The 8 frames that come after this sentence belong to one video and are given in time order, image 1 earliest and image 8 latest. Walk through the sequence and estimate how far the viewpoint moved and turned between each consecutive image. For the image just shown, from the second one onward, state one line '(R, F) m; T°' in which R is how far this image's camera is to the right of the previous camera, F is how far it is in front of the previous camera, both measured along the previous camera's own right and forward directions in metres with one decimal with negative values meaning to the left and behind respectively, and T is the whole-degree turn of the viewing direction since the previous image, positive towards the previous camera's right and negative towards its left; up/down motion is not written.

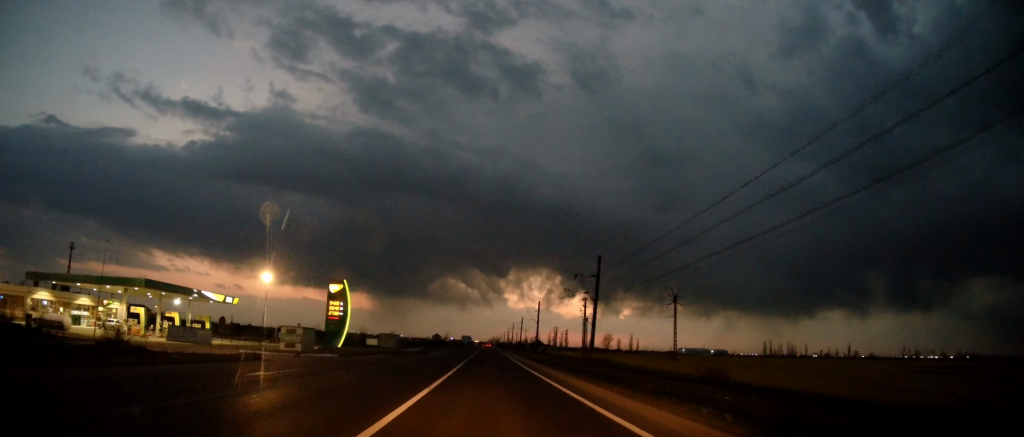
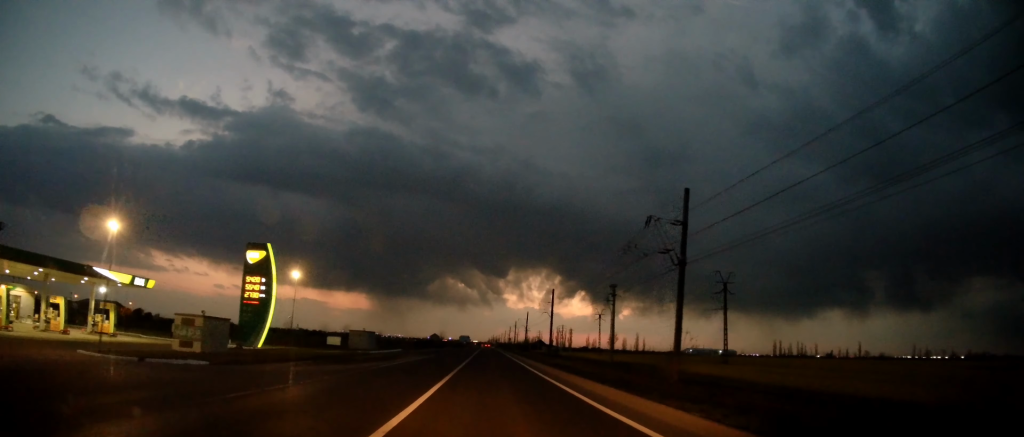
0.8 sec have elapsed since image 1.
(-0.1, +21.1) m; 0°
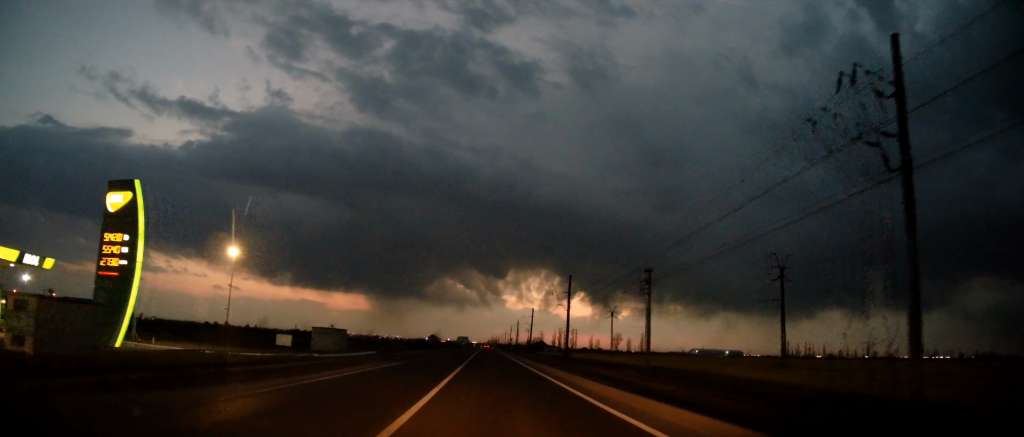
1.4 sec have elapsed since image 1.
(+0.1, +16.7) m; 0°
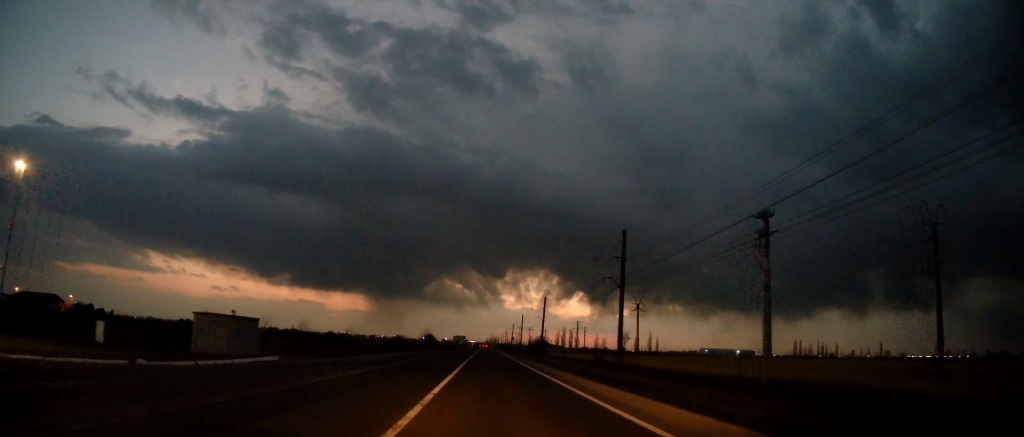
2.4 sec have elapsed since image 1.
(+0.1, +24.5) m; 0°
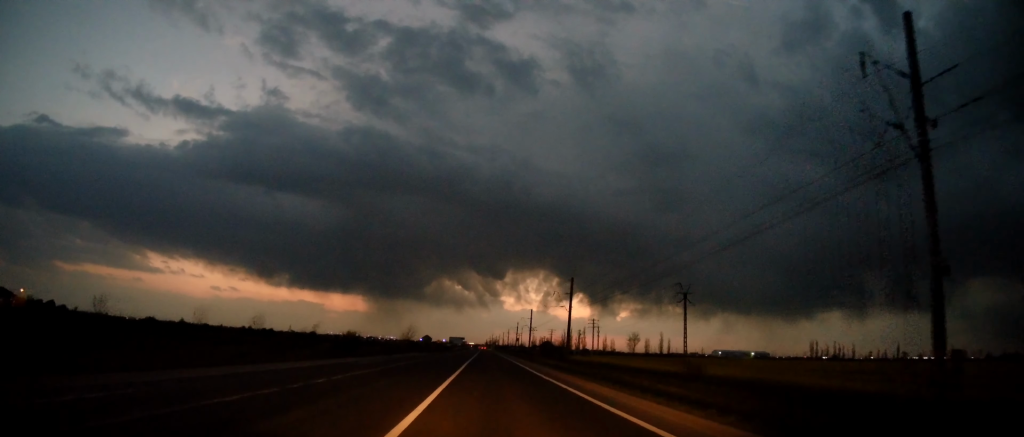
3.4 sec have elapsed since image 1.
(0.0, +27.9) m; 0°
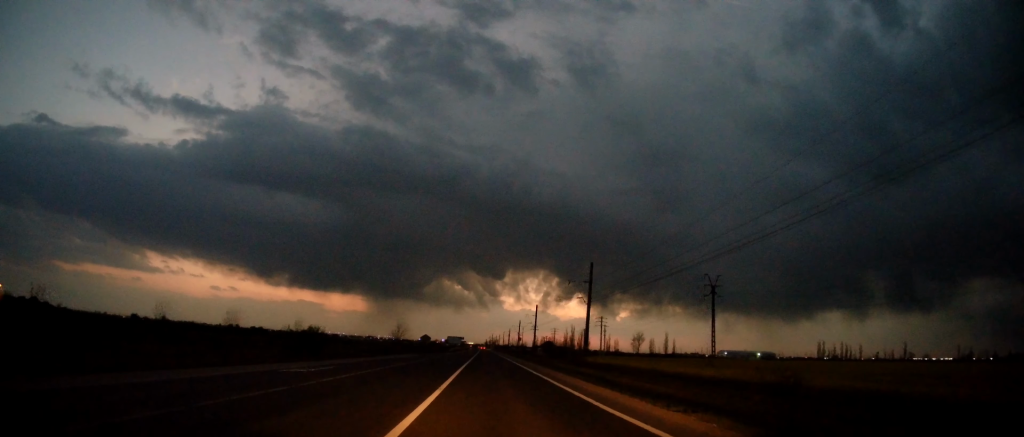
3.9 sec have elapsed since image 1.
(0.0, +11.3) m; 0°
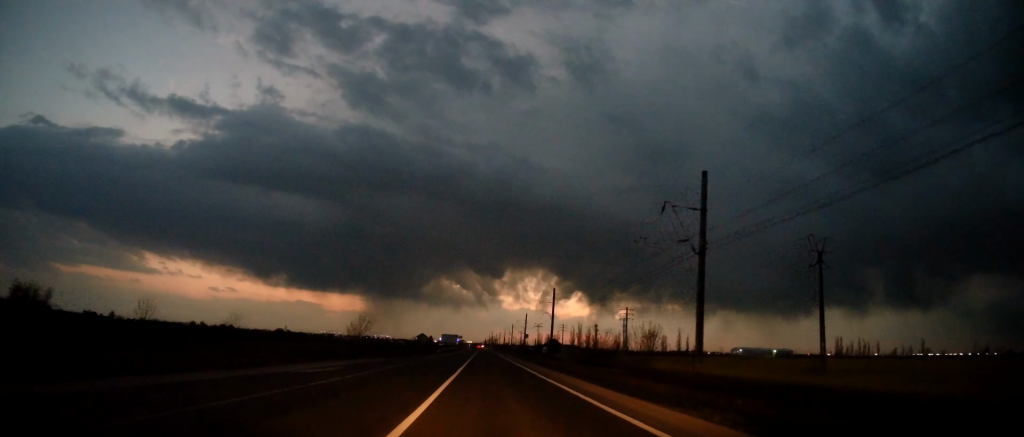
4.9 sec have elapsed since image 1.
(+0.1, +26.8) m; -1°
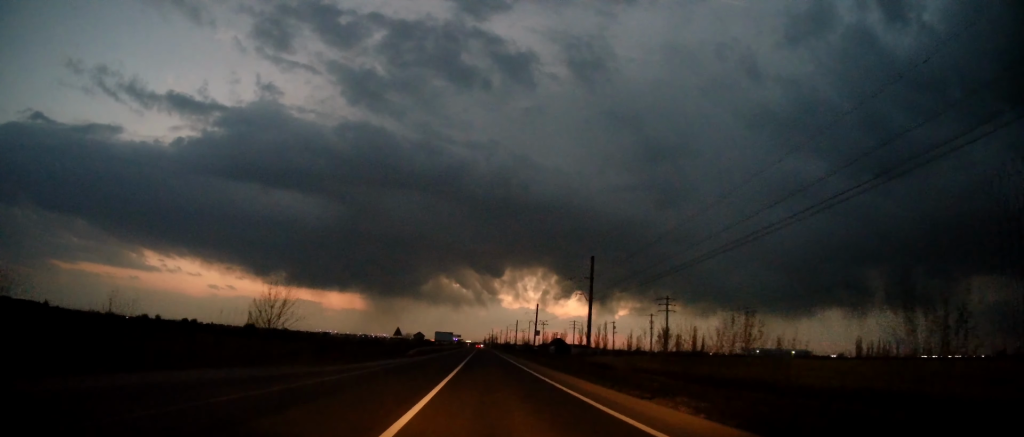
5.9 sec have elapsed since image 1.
(-0.6, +26.8) m; 0°
